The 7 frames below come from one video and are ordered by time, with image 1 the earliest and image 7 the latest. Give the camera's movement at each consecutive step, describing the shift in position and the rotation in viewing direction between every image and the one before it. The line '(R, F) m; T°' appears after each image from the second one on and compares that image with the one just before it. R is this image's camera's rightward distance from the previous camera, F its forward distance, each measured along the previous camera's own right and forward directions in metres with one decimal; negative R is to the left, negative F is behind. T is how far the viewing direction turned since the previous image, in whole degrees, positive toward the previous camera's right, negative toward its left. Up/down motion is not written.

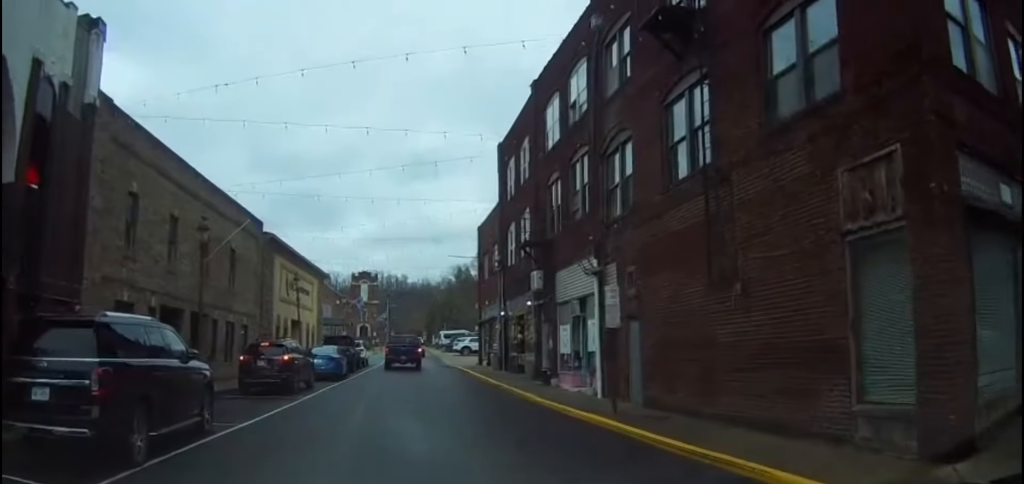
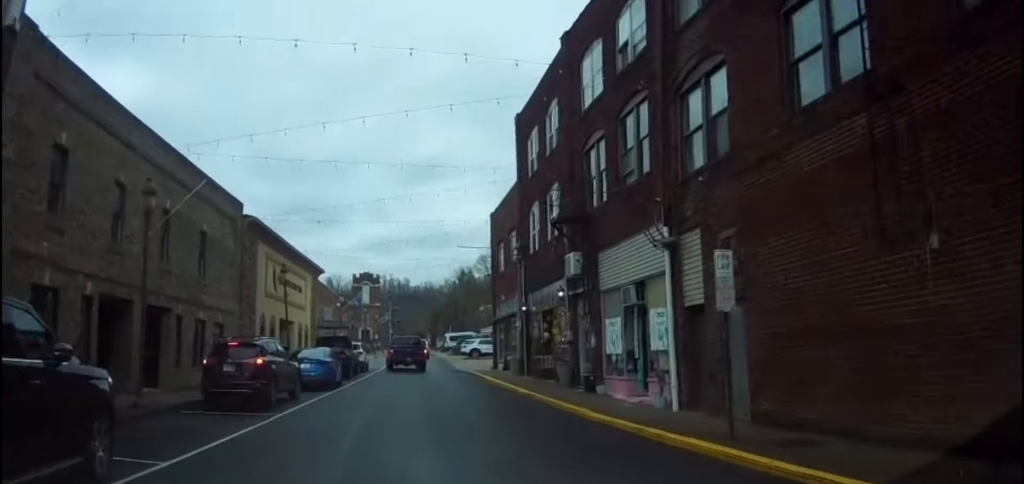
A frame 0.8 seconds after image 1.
(+0.1, +4.2) m; 0°
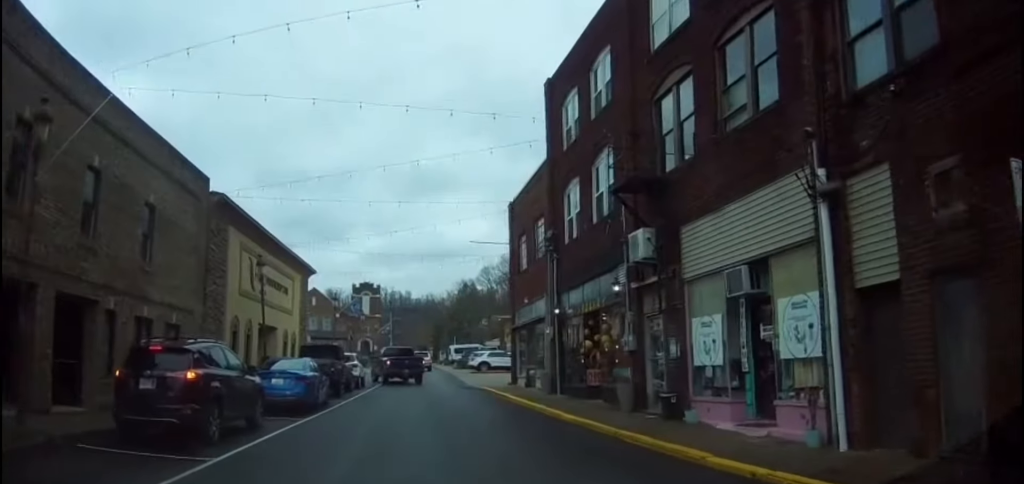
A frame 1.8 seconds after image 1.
(-0.1, +5.1) m; -3°
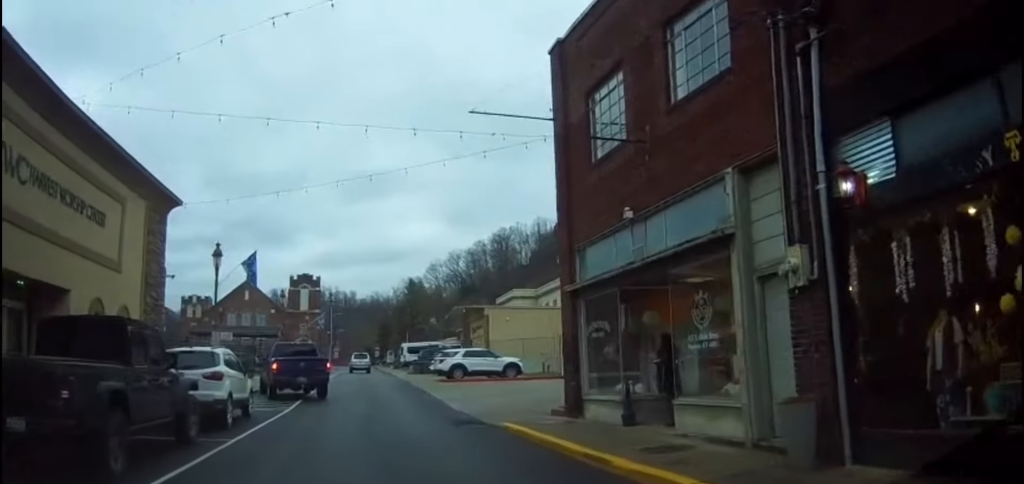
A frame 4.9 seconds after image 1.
(+0.8, +16.9) m; +7°
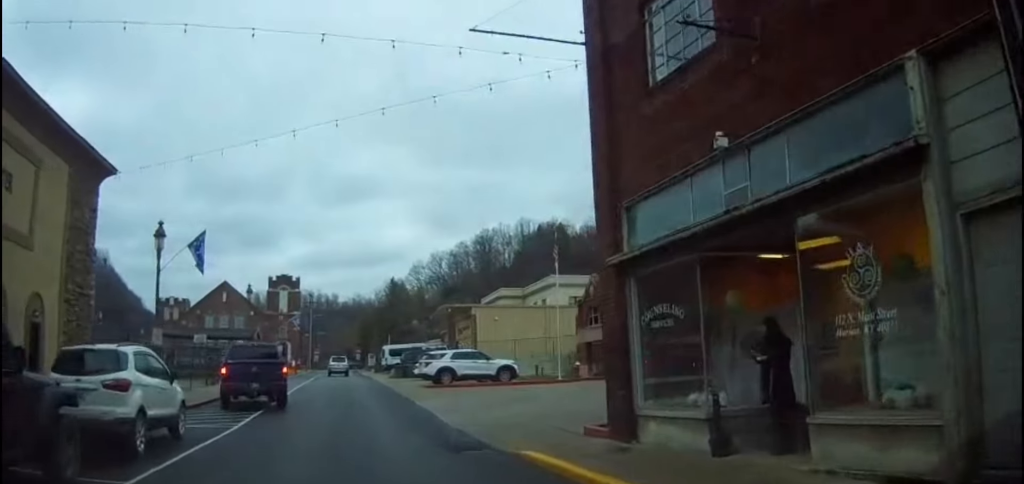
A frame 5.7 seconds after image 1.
(0.0, +4.2) m; +2°
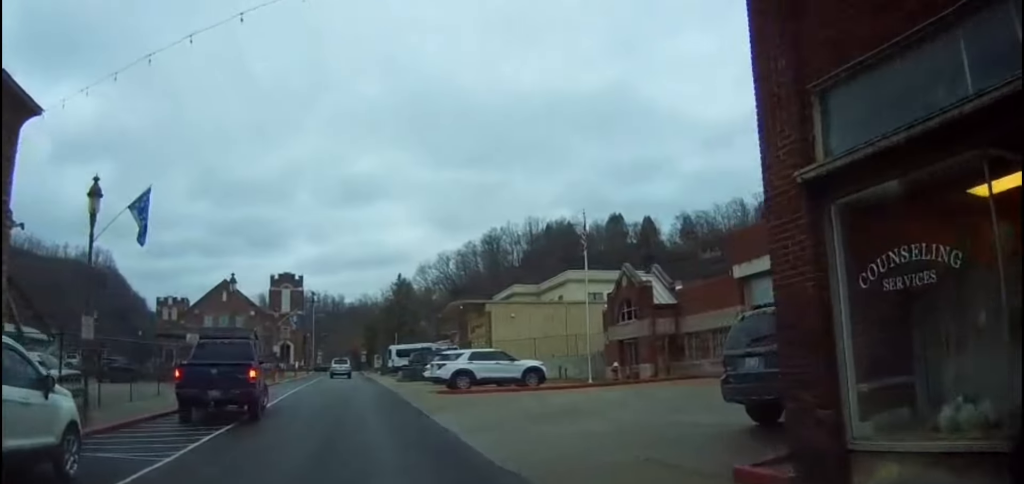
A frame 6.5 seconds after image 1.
(+0.3, +4.8) m; -1°
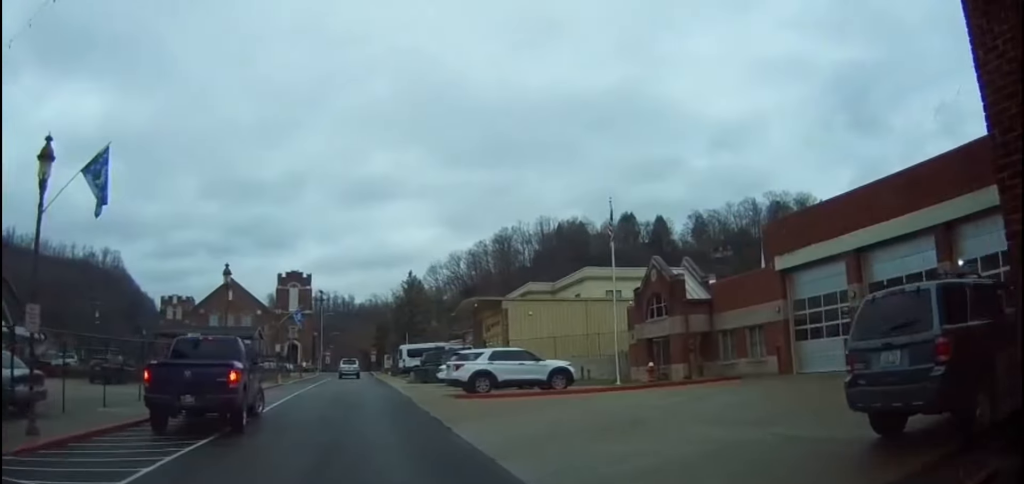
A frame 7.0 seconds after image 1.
(-0.2, +2.9) m; -2°
